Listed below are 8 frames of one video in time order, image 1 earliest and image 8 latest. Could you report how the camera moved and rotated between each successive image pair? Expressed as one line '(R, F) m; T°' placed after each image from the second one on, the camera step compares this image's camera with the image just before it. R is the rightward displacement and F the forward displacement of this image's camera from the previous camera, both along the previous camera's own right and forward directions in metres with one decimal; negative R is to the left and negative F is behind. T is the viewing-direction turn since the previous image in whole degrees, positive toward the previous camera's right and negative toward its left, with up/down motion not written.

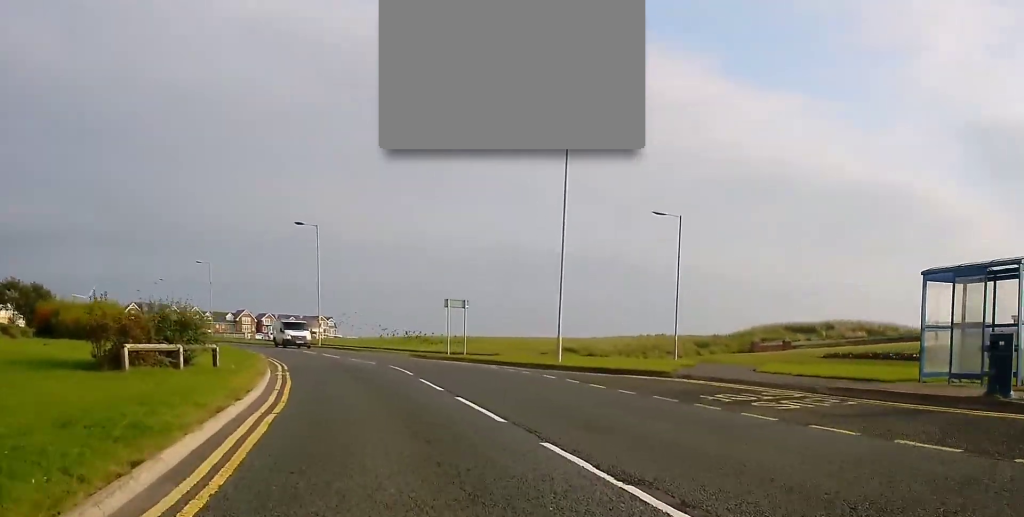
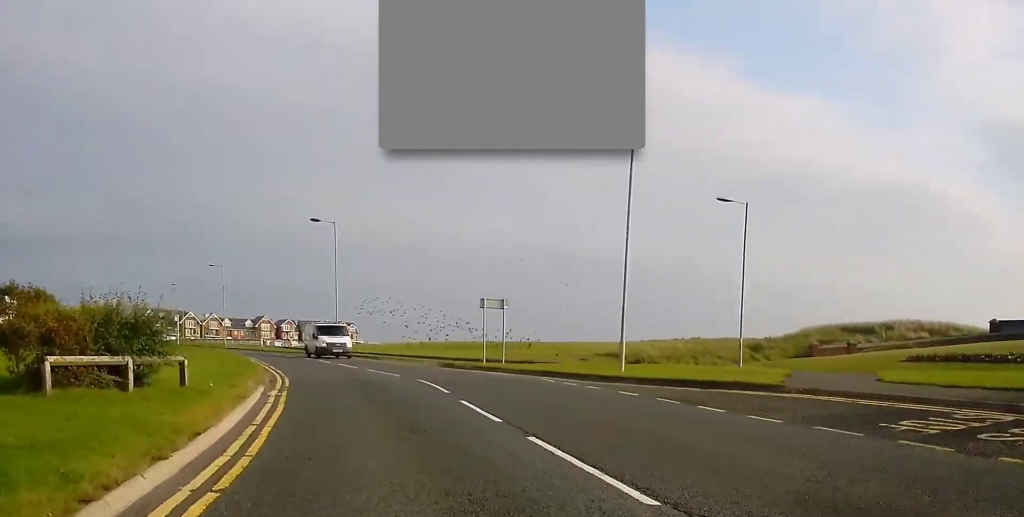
(-0.1, +5.4) m; -2°
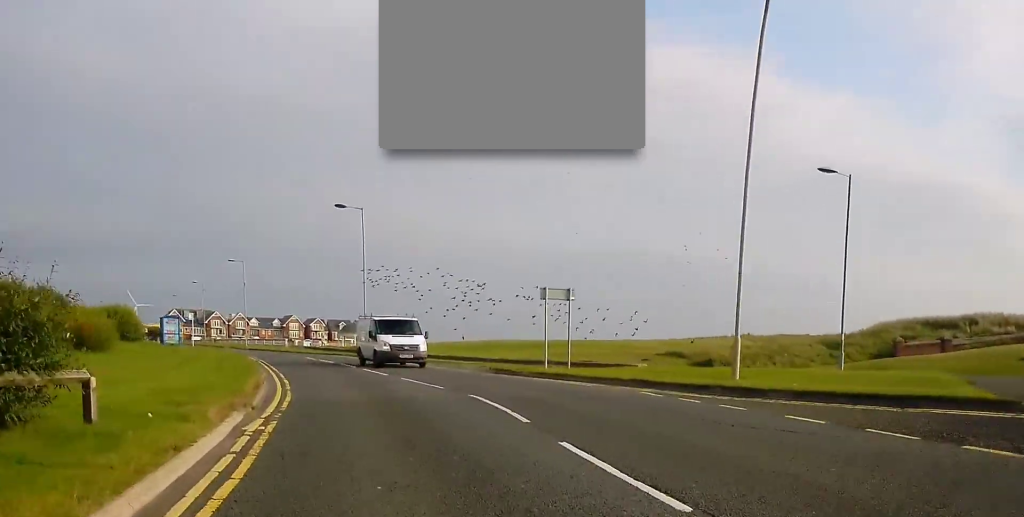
(0.0, +6.3) m; -2°
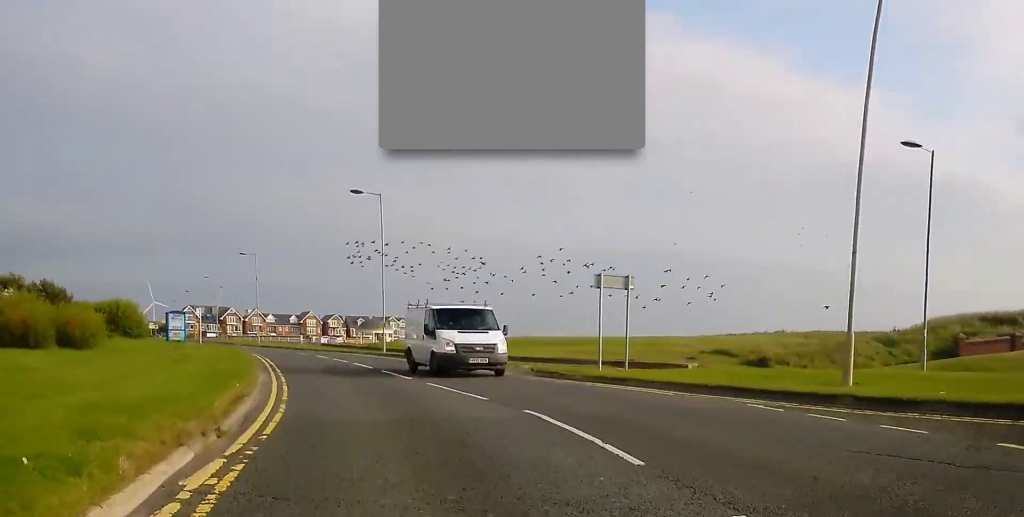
(0.0, +4.2) m; -2°
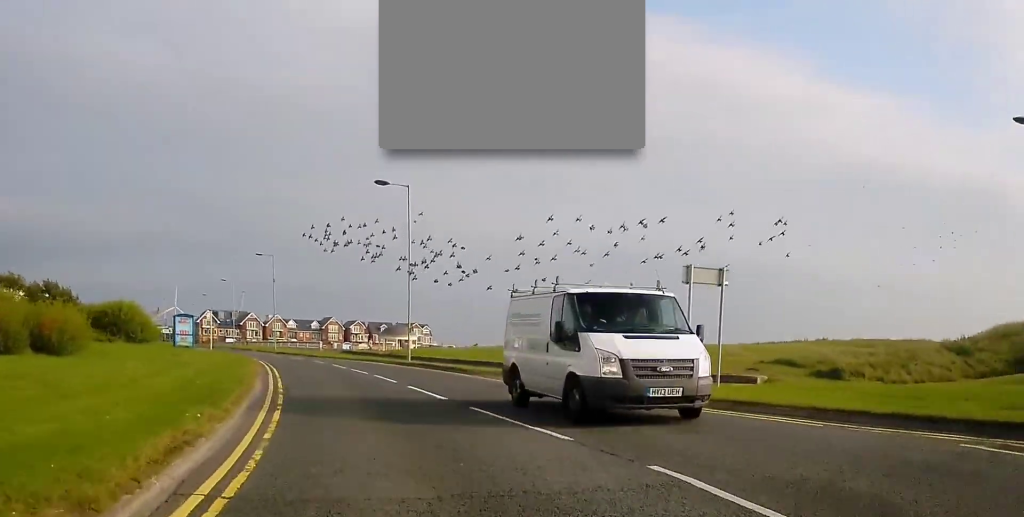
(-0.3, +4.6) m; -2°
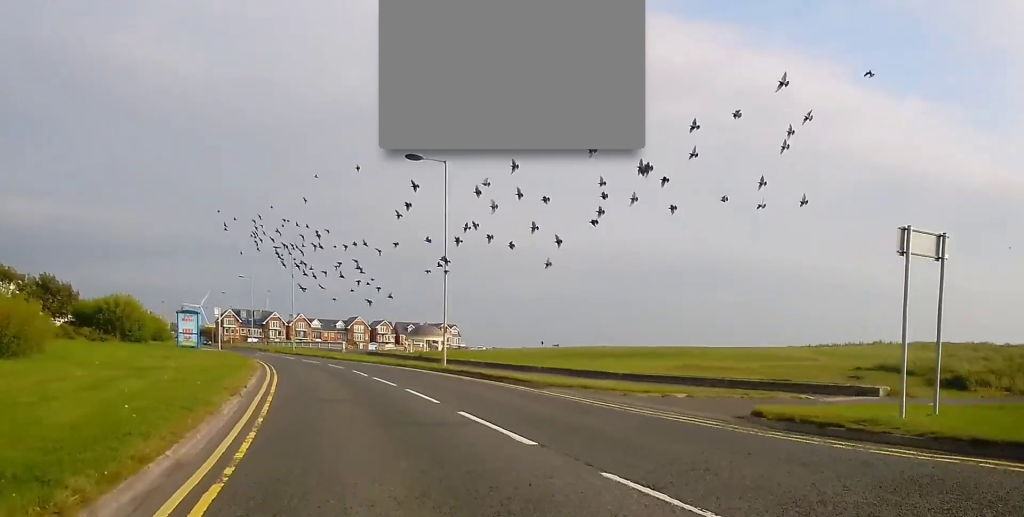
(-0.2, +6.7) m; -2°
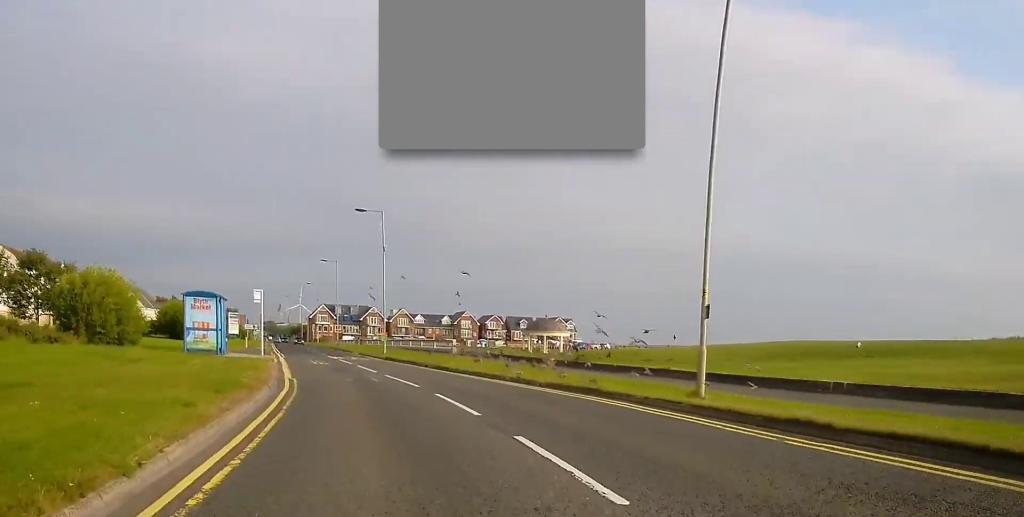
(-1.0, +21.1) m; -6°
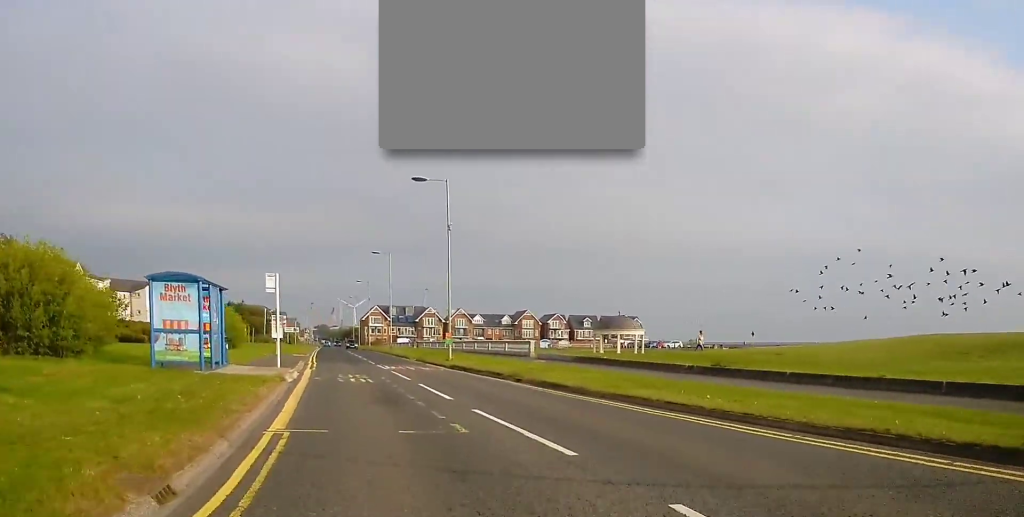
(-0.3, +11.4) m; -4°
